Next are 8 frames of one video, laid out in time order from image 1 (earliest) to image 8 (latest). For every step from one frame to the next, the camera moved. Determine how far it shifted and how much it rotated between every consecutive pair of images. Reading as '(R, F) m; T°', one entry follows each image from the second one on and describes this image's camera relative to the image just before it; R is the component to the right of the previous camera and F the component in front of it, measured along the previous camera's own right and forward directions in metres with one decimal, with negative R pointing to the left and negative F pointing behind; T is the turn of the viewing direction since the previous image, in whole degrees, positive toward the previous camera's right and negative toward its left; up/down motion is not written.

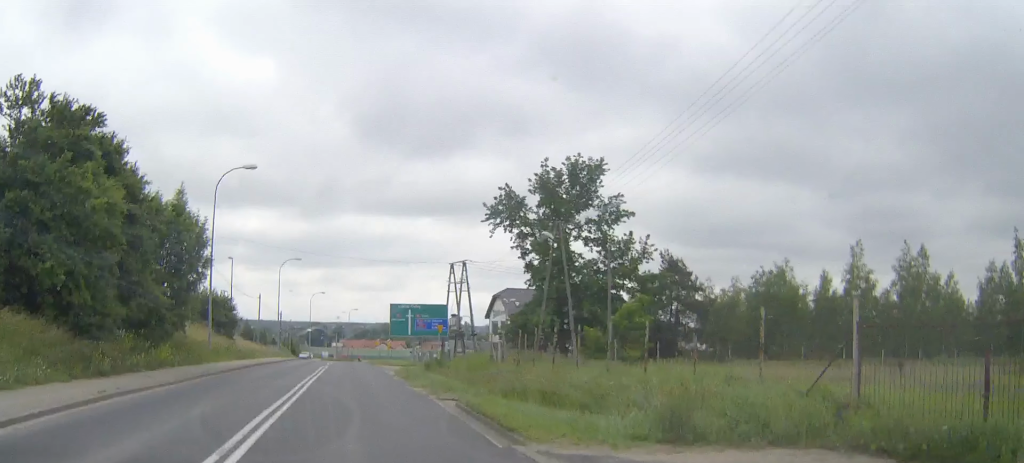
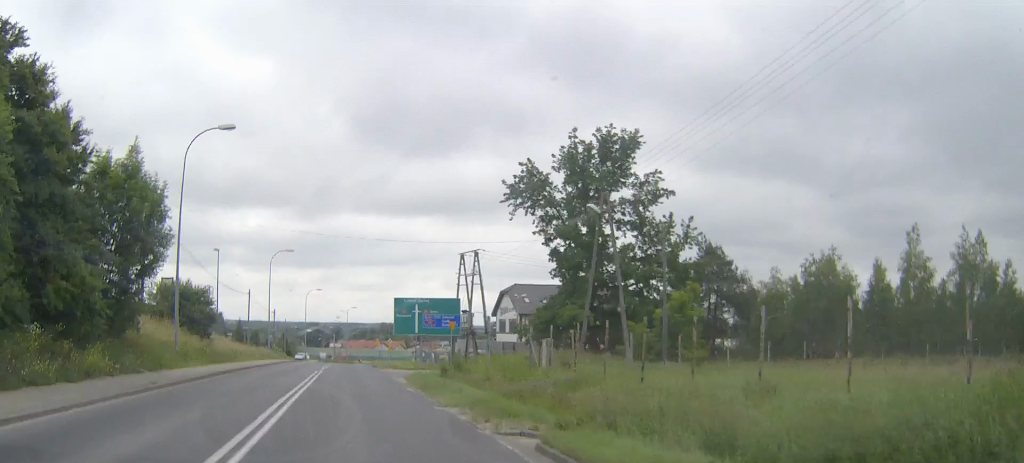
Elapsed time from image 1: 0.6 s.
(0.0, +7.4) m; 0°
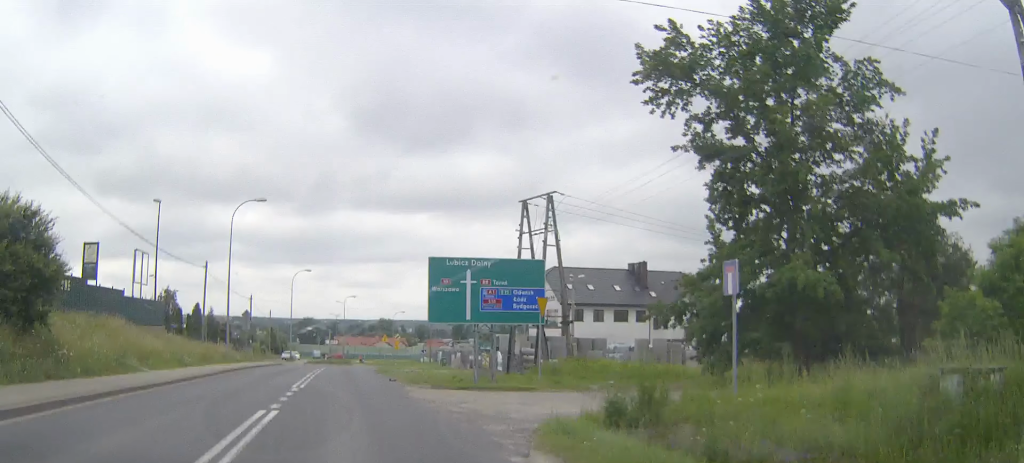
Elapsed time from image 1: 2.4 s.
(+0.1, +23.3) m; 0°
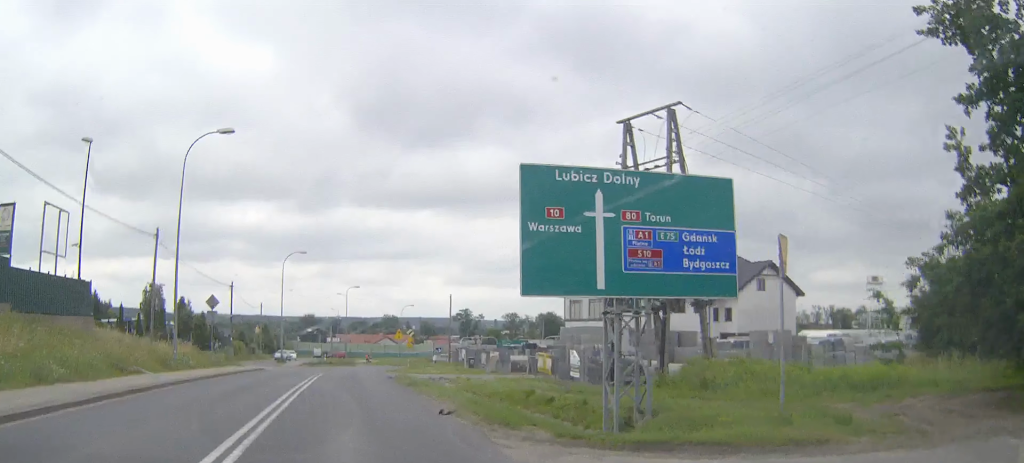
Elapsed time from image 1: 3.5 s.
(0.0, +14.6) m; 0°
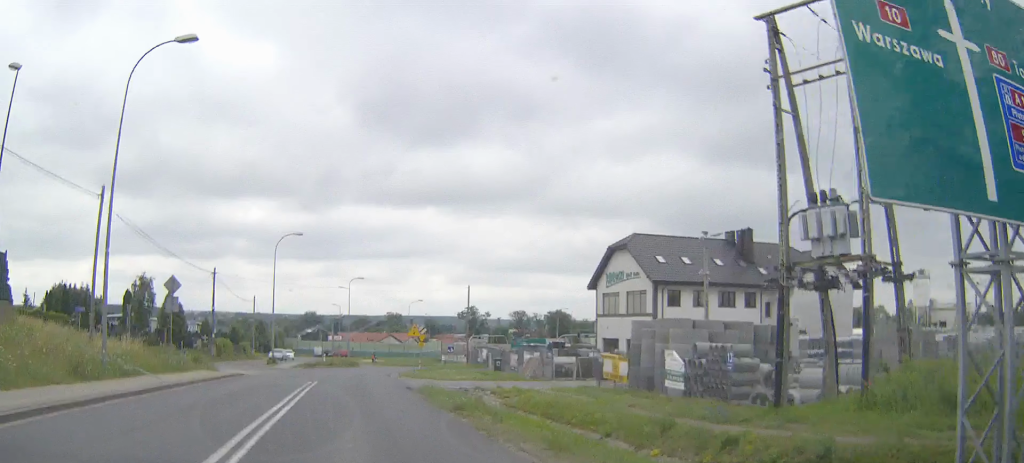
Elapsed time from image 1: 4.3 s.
(0.0, +9.5) m; 0°
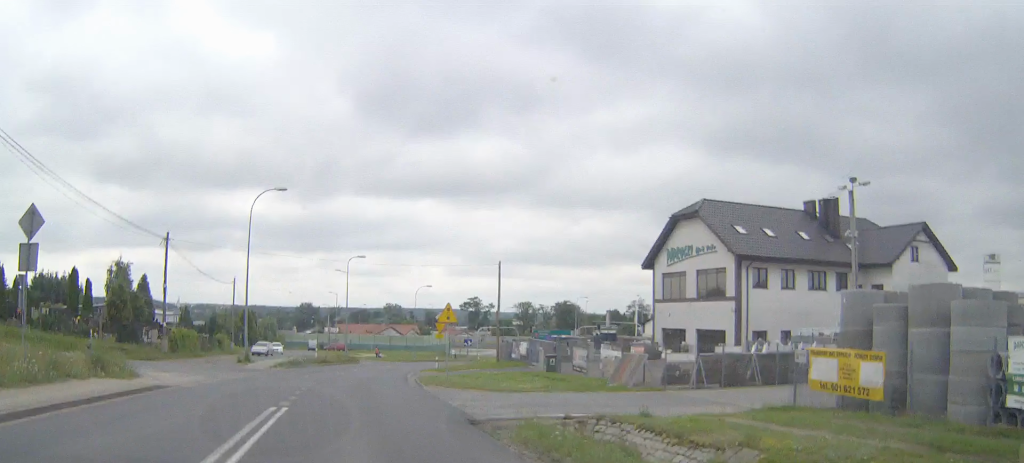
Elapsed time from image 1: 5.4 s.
(0.0, +14.3) m; 0°
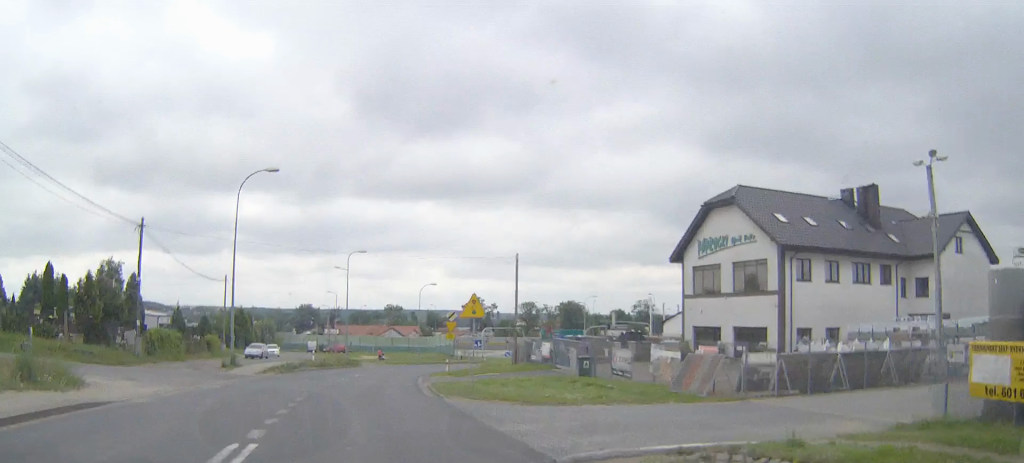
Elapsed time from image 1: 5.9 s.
(0.0, +5.7) m; 0°
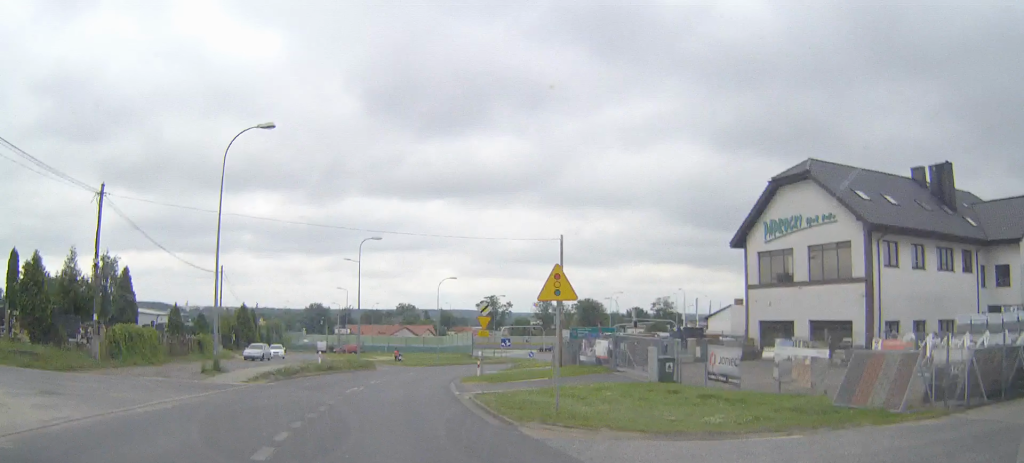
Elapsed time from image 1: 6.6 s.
(0.0, +8.3) m; -1°
